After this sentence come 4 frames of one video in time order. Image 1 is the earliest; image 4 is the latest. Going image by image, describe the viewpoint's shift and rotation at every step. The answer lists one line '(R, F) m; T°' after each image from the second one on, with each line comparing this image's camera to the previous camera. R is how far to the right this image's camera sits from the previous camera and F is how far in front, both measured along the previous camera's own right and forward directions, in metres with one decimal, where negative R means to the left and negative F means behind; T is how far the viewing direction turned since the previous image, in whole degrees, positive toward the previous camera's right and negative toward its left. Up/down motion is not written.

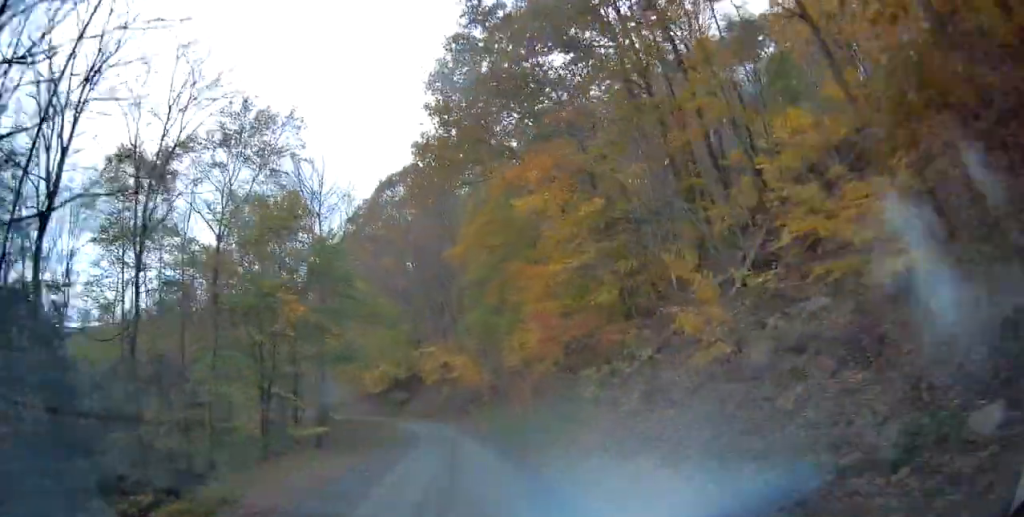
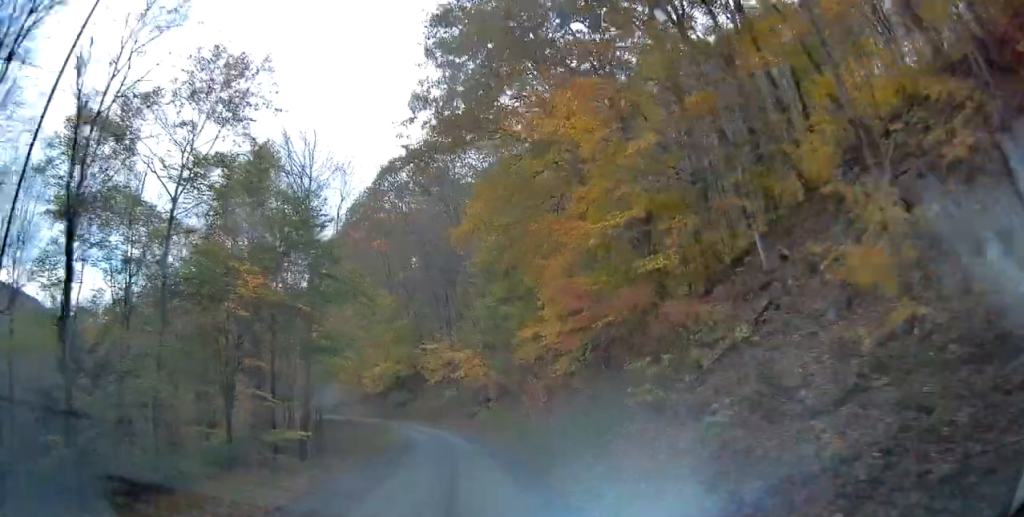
(+0.3, +5.0) m; -3°
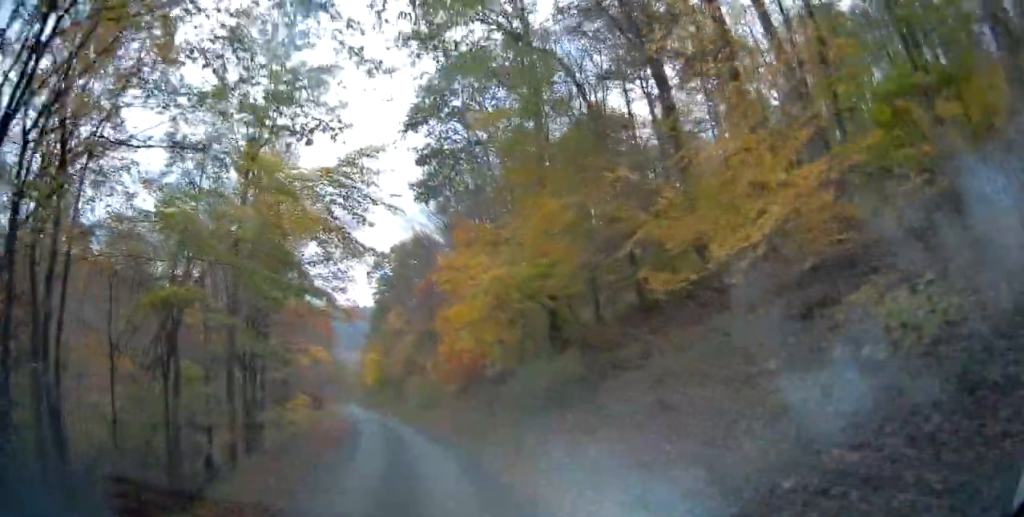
(-4.4, +48.6) m; -22°
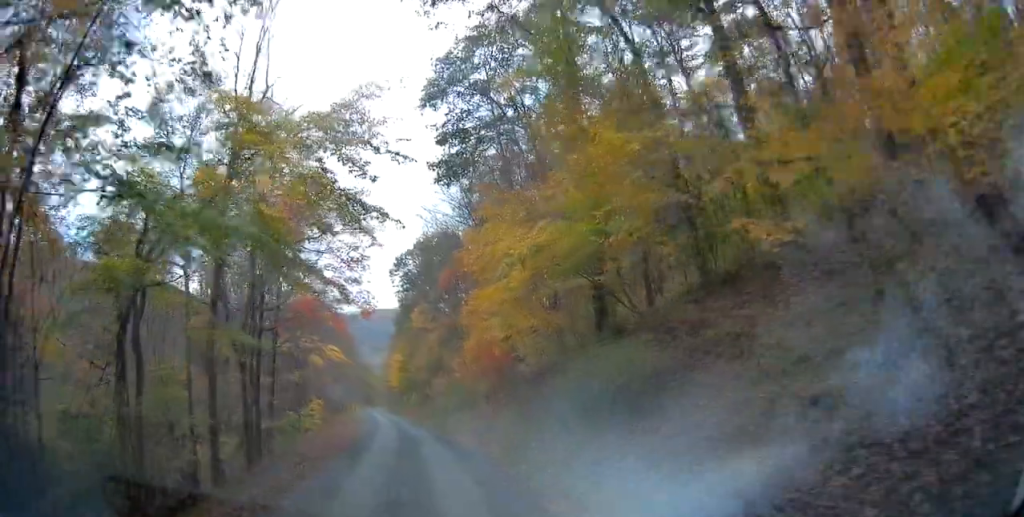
(-0.3, +4.8) m; -4°
